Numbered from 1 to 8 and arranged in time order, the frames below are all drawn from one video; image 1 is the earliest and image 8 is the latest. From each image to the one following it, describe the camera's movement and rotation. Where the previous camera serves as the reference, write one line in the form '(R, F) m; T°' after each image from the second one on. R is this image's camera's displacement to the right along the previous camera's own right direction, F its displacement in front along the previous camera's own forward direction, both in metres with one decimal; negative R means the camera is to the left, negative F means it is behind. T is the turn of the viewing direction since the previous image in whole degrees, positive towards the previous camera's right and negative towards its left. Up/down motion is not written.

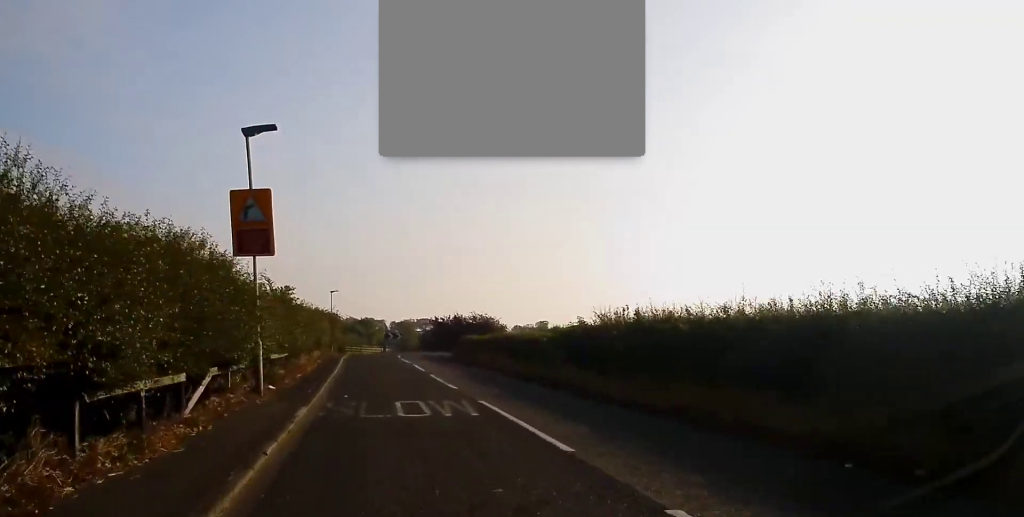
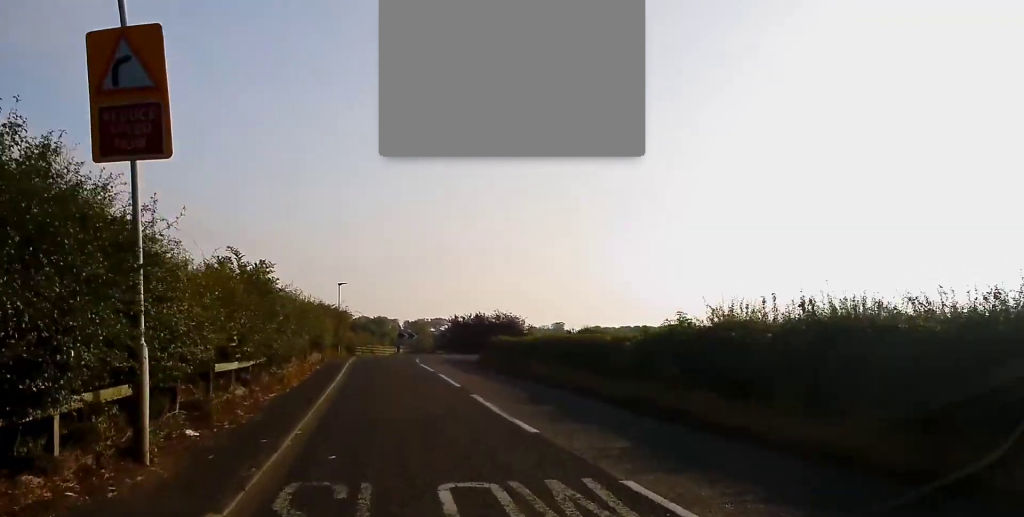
(+0.1, +7.9) m; +1°
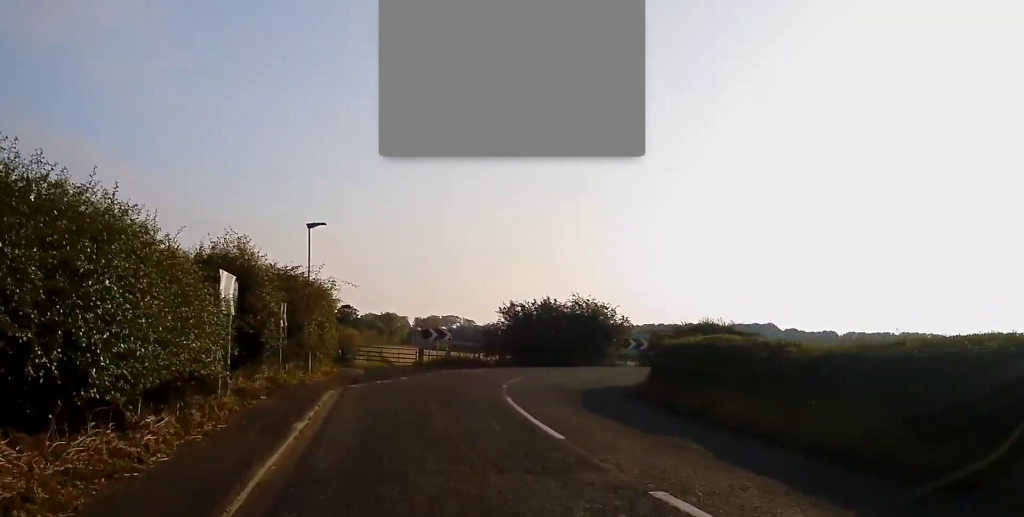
(+0.1, +28.8) m; 0°
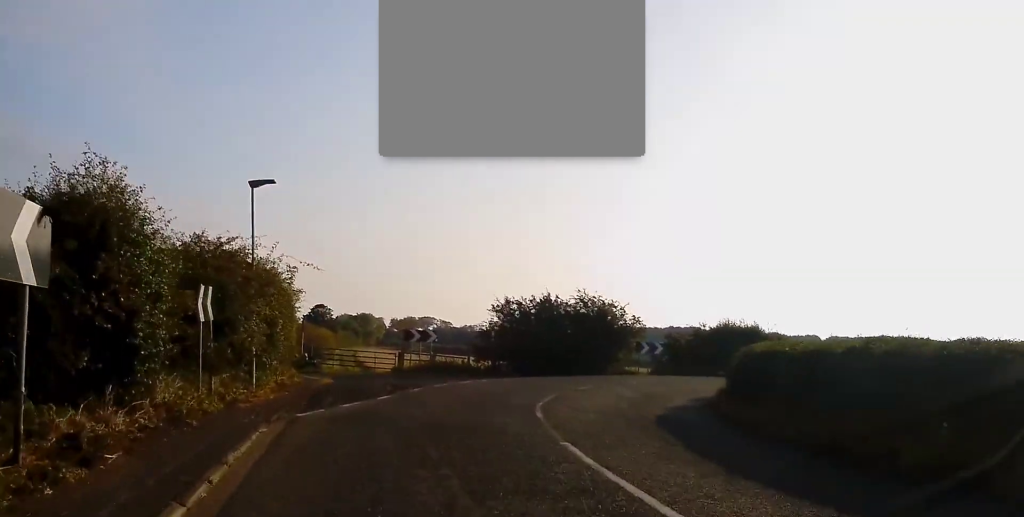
(-0.1, +7.1) m; +2°
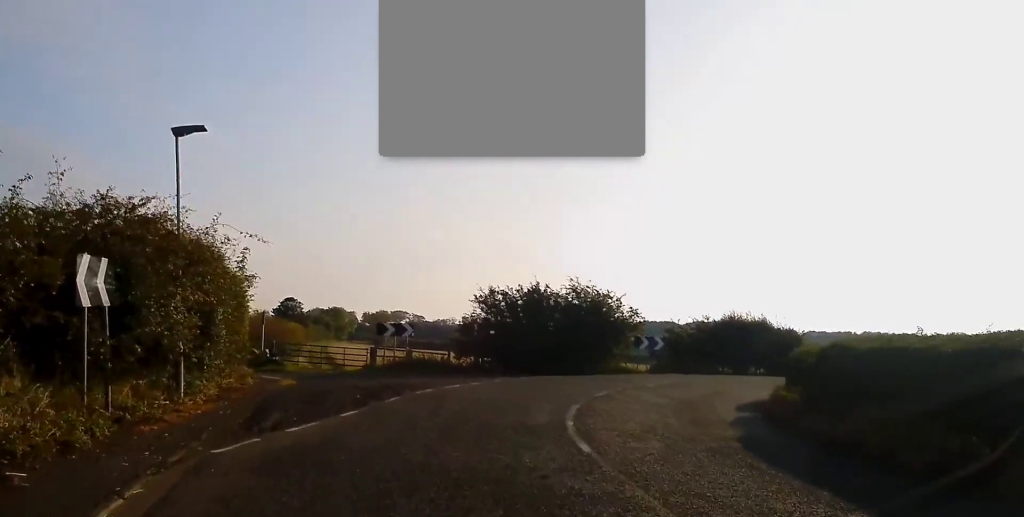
(+0.2, +4.5) m; +3°
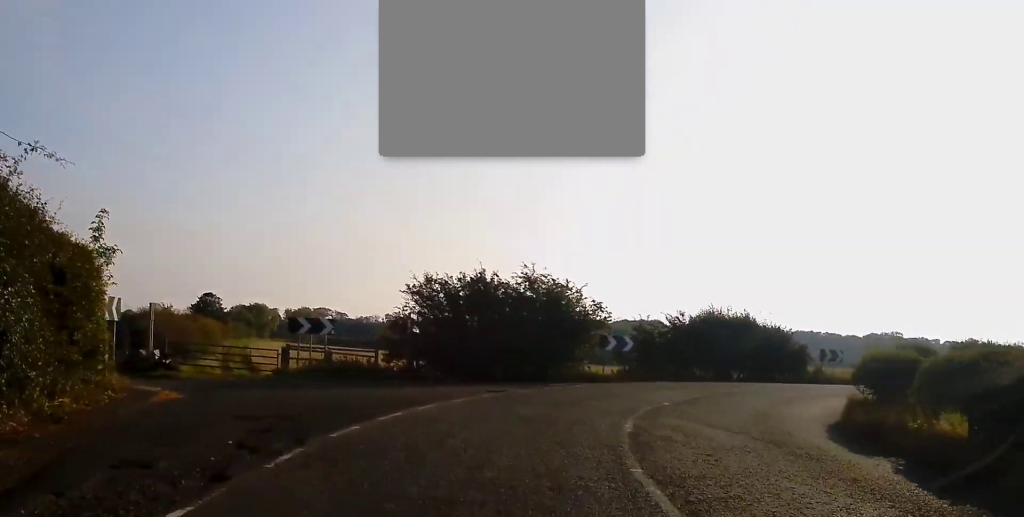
(+0.3, +7.0) m; +6°
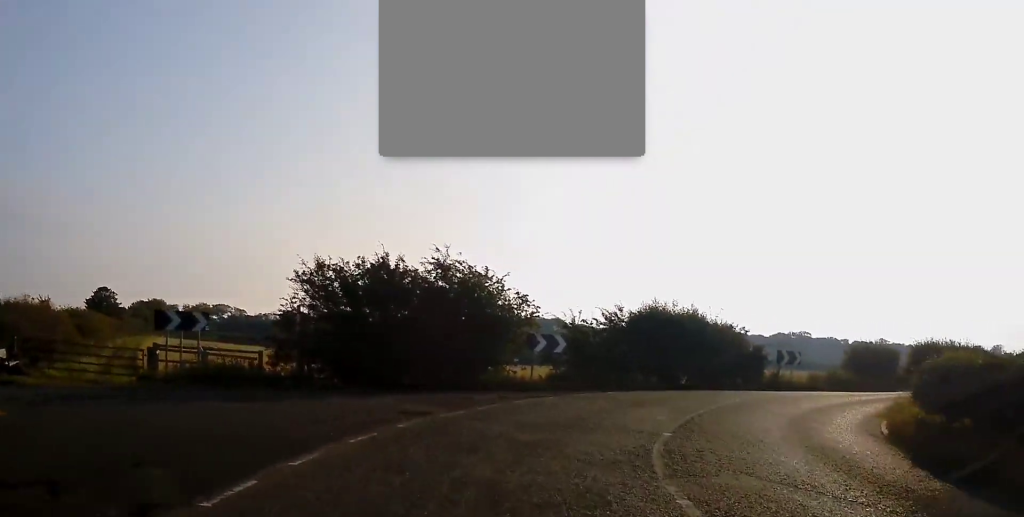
(+0.2, +5.7) m; +6°
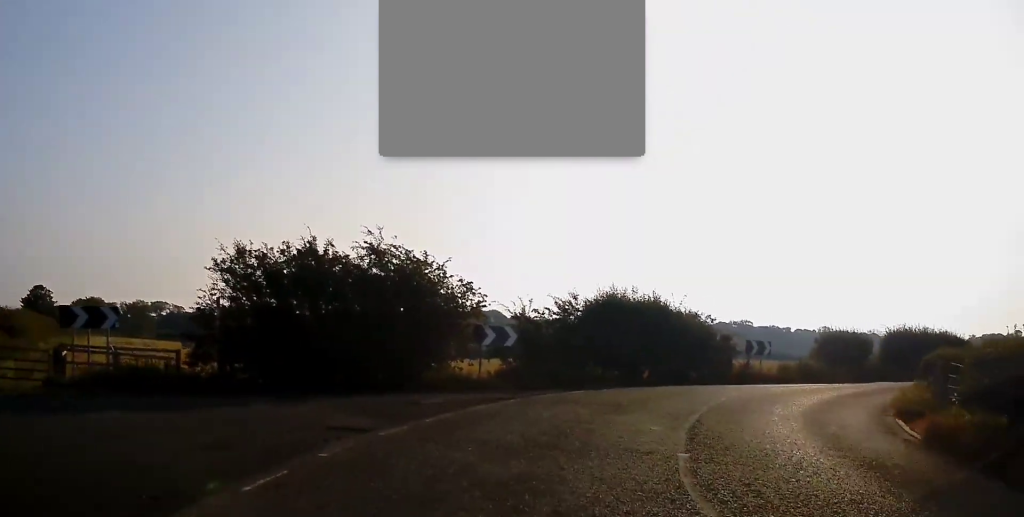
(+0.2, +3.0) m; +3°
